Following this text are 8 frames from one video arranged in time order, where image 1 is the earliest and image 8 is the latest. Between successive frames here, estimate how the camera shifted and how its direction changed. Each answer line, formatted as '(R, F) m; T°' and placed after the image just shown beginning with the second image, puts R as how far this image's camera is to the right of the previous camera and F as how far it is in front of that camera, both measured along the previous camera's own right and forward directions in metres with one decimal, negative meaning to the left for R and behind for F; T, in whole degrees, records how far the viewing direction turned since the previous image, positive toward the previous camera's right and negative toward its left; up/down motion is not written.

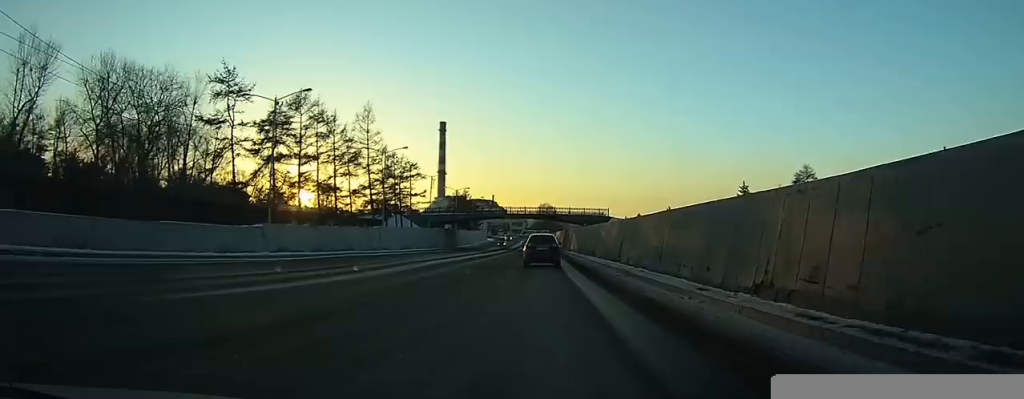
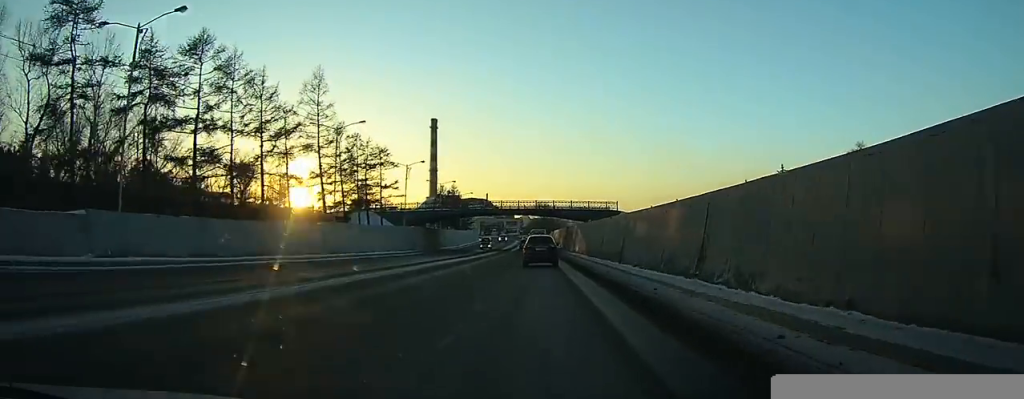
(+0.1, +15.0) m; 0°
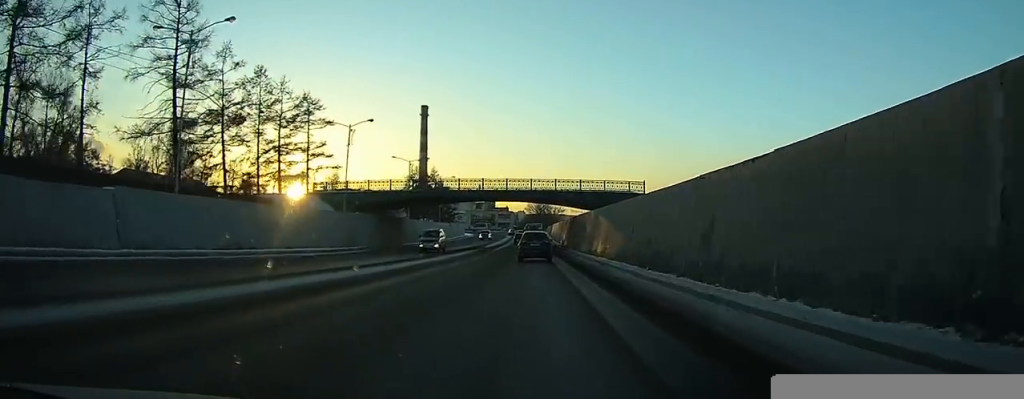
(+0.1, +23.2) m; +1°
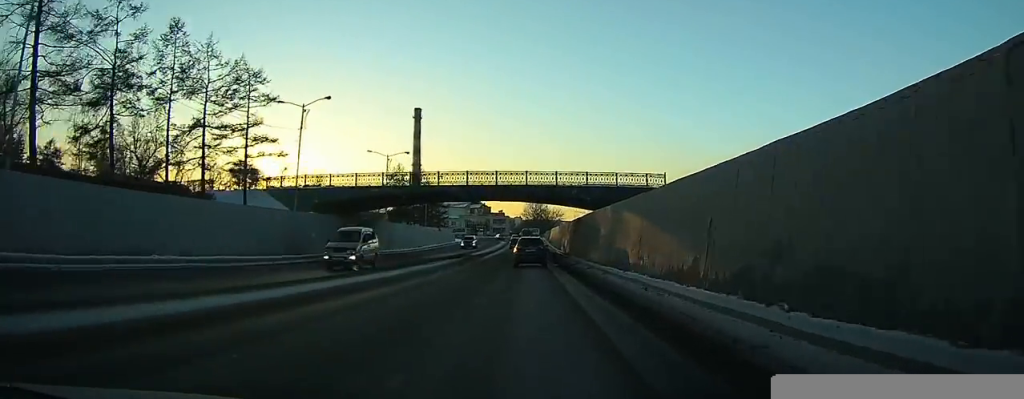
(+0.1, +10.9) m; 0°
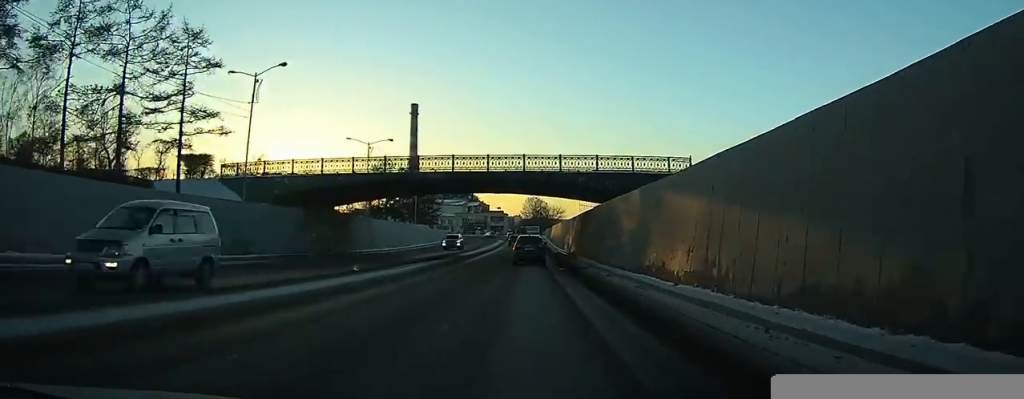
(0.0, +8.2) m; 0°
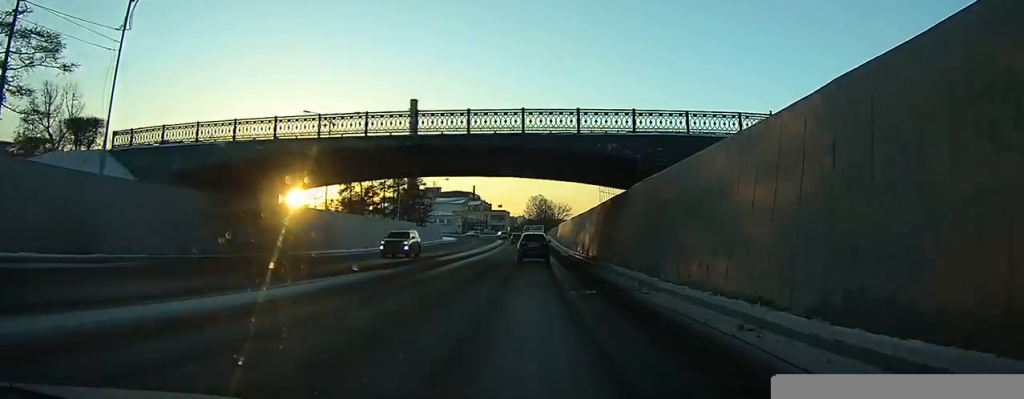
(0.0, +13.7) m; 0°
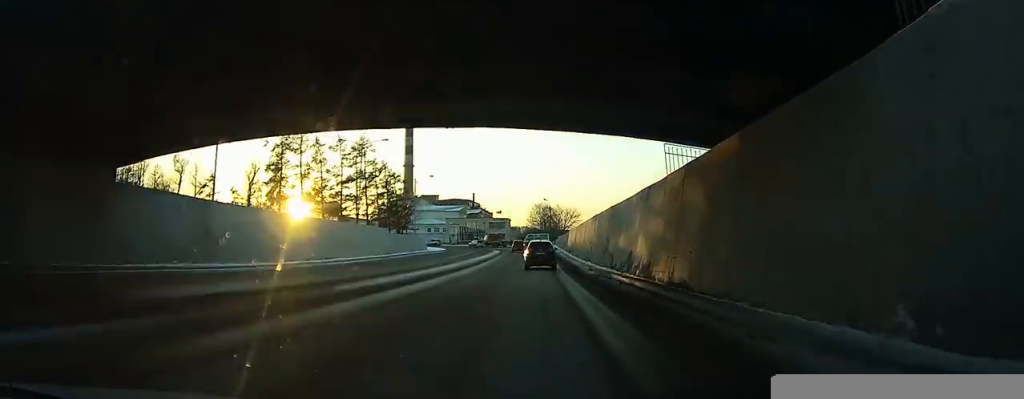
(0.0, +19.2) m; 0°
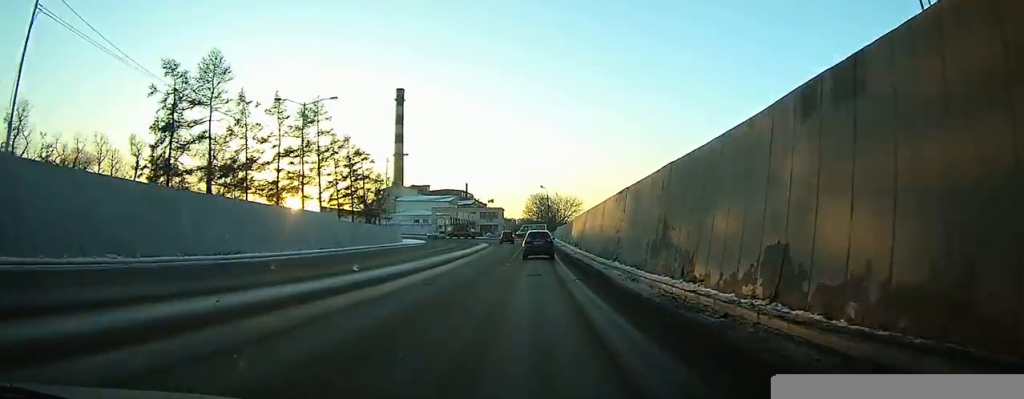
(0.0, +14.7) m; 0°
